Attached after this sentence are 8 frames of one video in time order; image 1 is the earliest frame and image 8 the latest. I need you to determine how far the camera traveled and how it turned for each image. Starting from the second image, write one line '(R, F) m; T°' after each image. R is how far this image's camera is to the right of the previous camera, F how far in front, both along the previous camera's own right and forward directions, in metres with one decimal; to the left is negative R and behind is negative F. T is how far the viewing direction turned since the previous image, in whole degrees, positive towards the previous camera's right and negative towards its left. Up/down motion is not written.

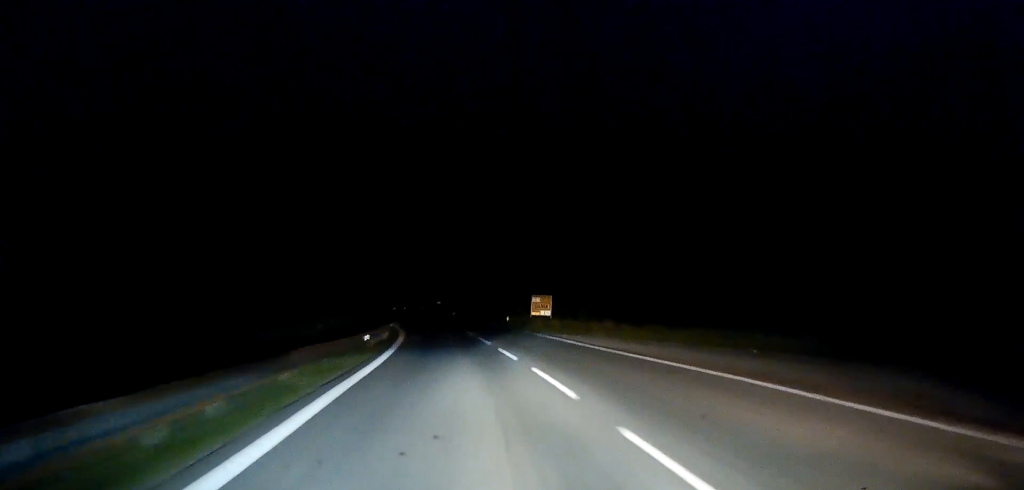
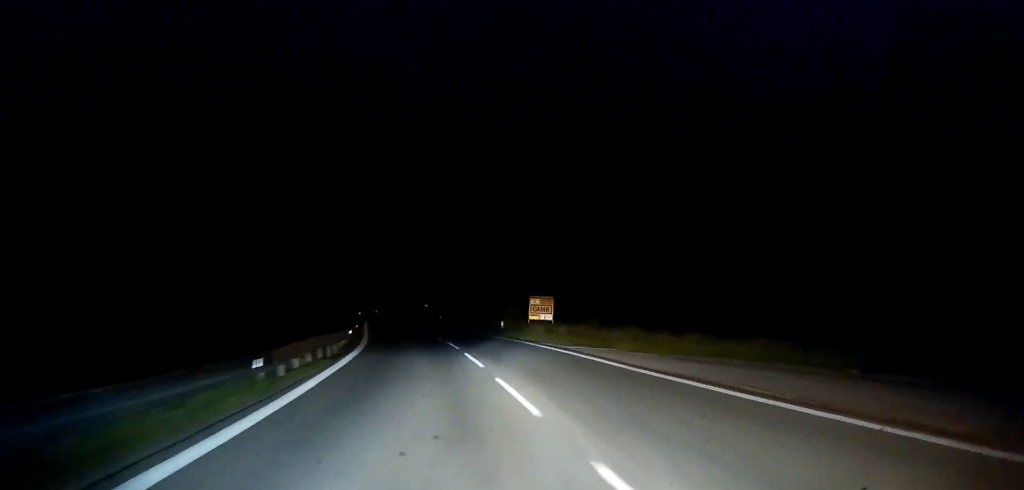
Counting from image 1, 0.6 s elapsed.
(0.0, +11.1) m; -1°
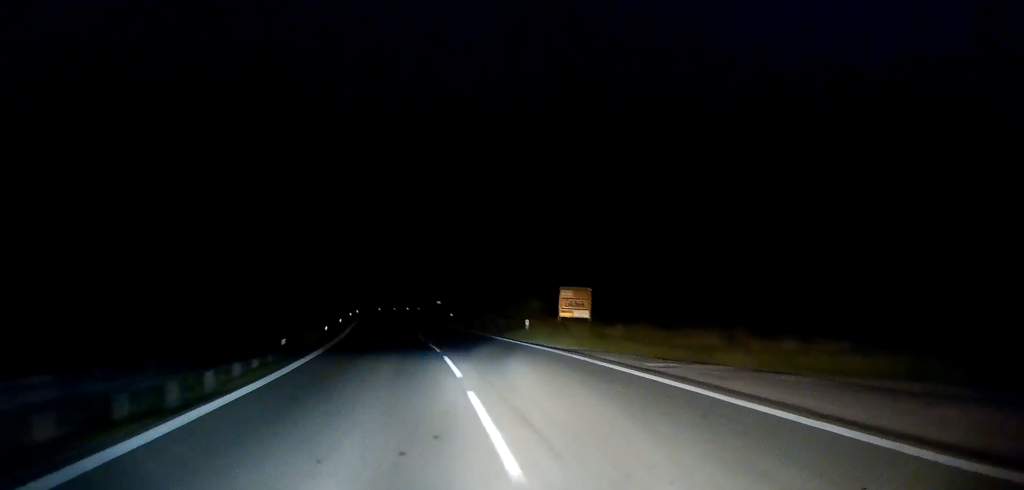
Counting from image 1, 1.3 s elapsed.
(-0.1, +13.4) m; -1°
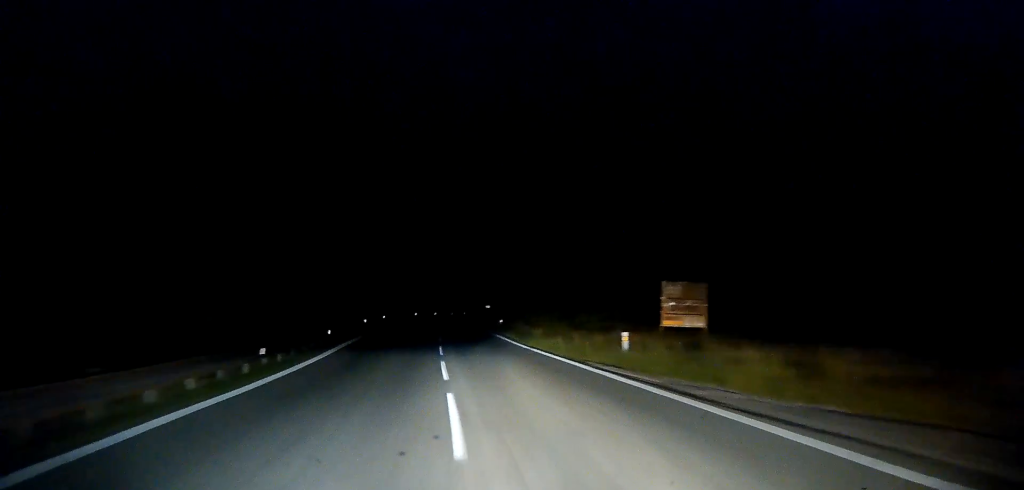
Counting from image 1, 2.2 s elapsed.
(-0.3, +16.2) m; -2°
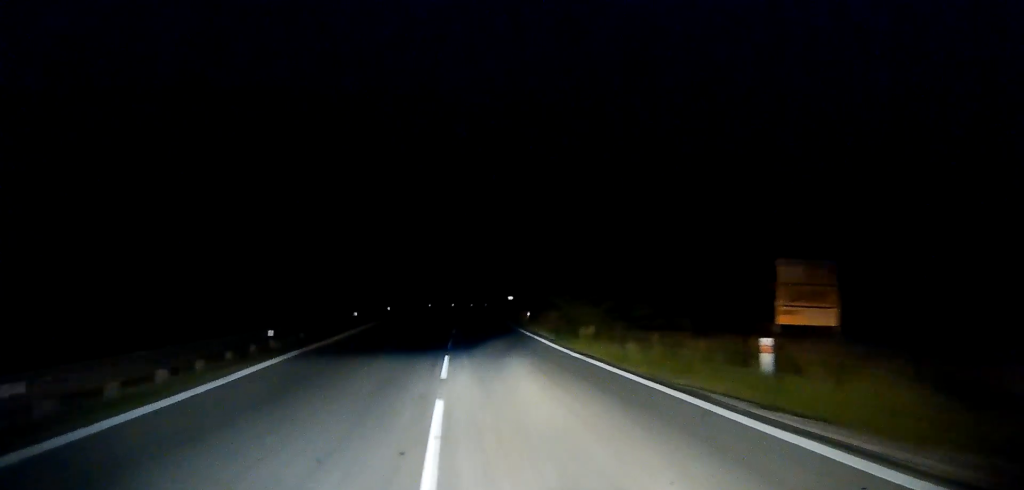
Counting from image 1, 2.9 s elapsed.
(-0.2, +11.2) m; -1°
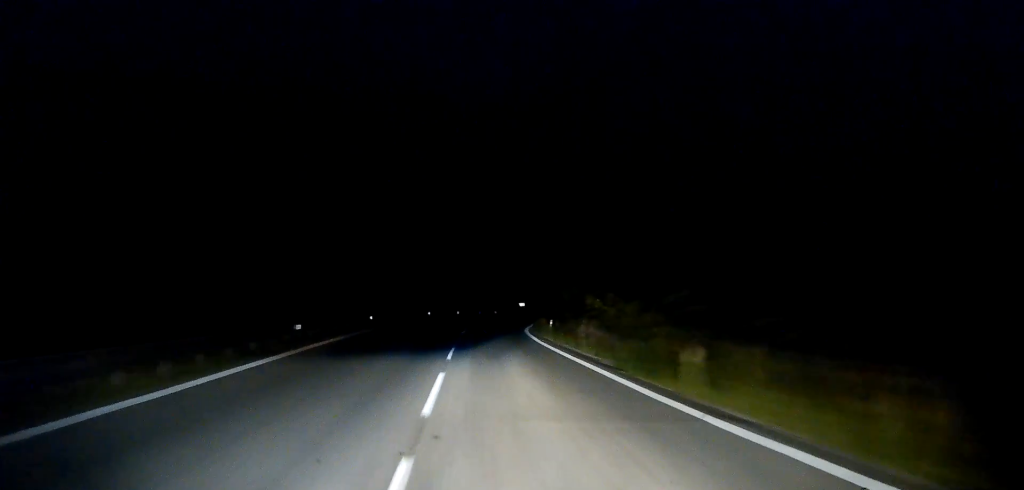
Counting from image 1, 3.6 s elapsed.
(-0.2, +13.3) m; -1°
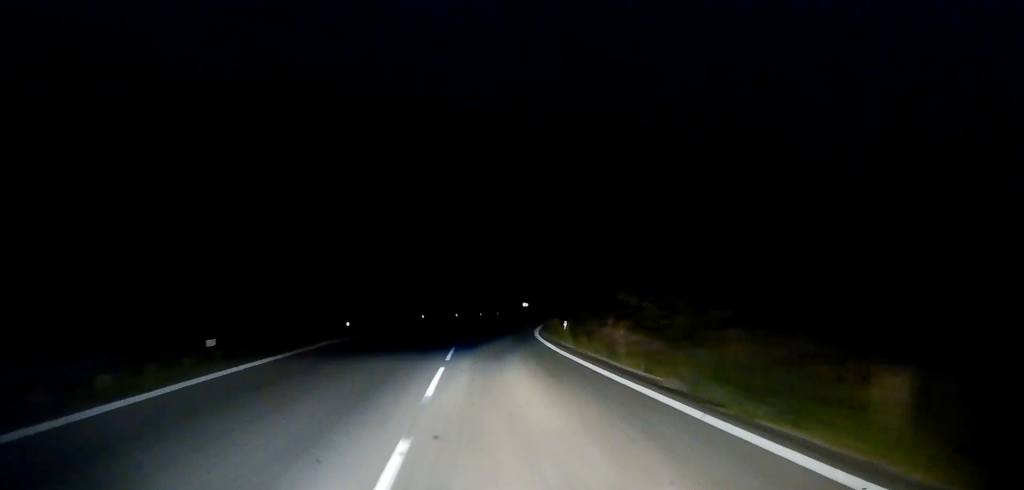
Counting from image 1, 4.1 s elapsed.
(-0.1, +8.0) m; 0°
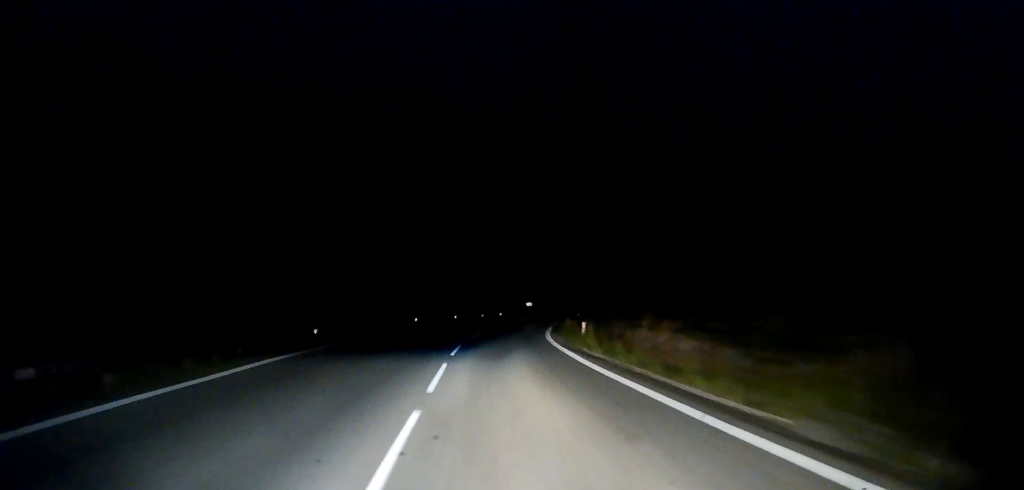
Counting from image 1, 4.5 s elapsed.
(0.0, +7.2) m; 0°
